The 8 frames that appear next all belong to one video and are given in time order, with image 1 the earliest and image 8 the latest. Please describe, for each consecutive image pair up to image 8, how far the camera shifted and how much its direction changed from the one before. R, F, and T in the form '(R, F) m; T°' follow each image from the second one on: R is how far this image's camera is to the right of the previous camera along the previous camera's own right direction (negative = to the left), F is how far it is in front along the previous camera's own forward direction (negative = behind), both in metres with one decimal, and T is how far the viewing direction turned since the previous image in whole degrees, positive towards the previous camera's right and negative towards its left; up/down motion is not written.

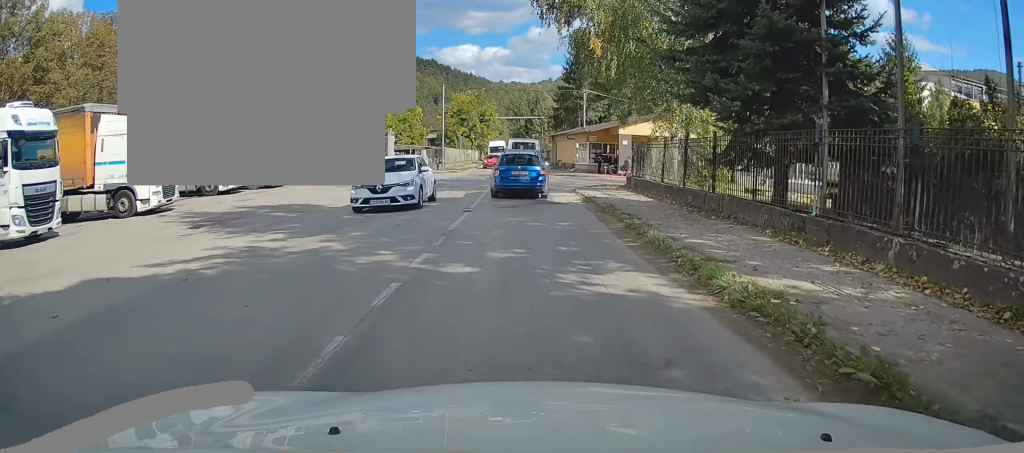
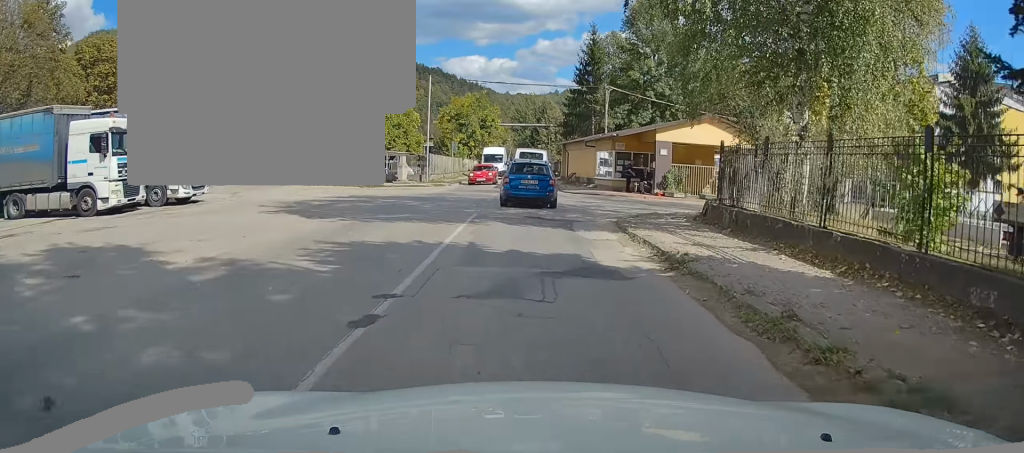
(-0.3, +9.7) m; -1°
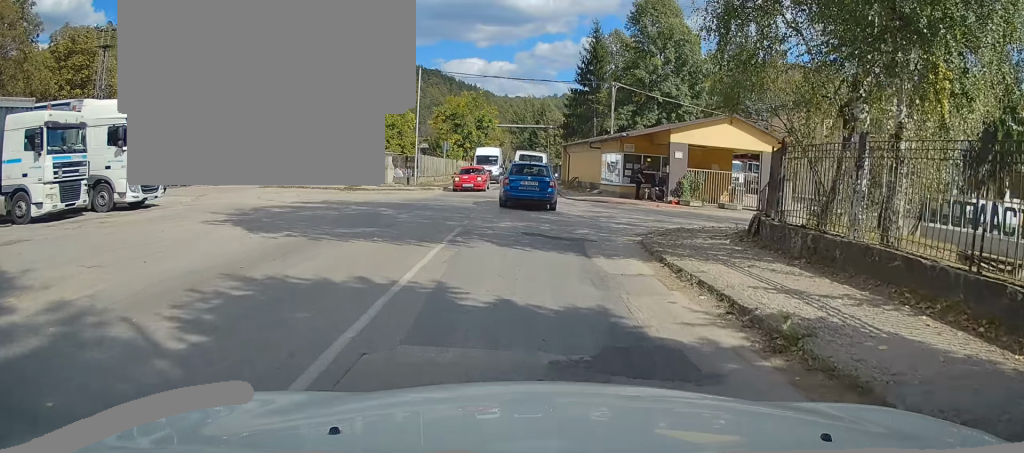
(-0.1, +3.6) m; 0°
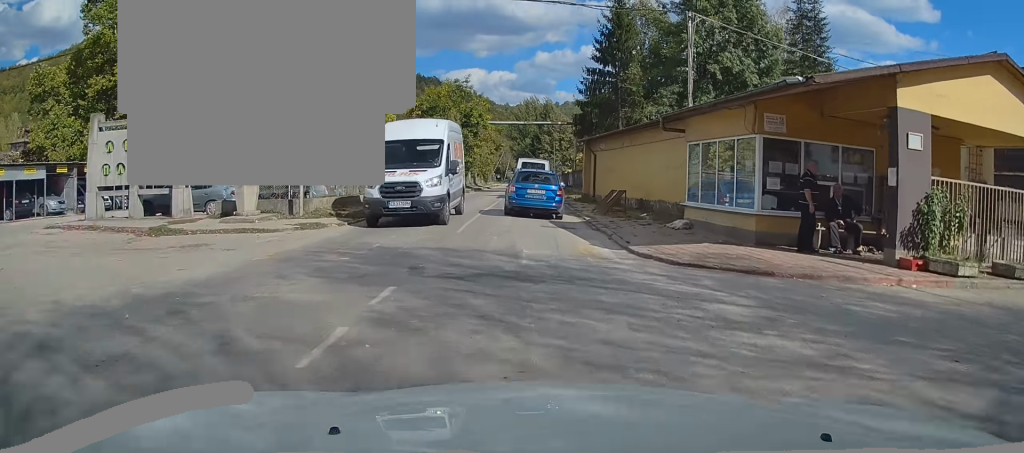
(+0.8, +18.2) m; 0°
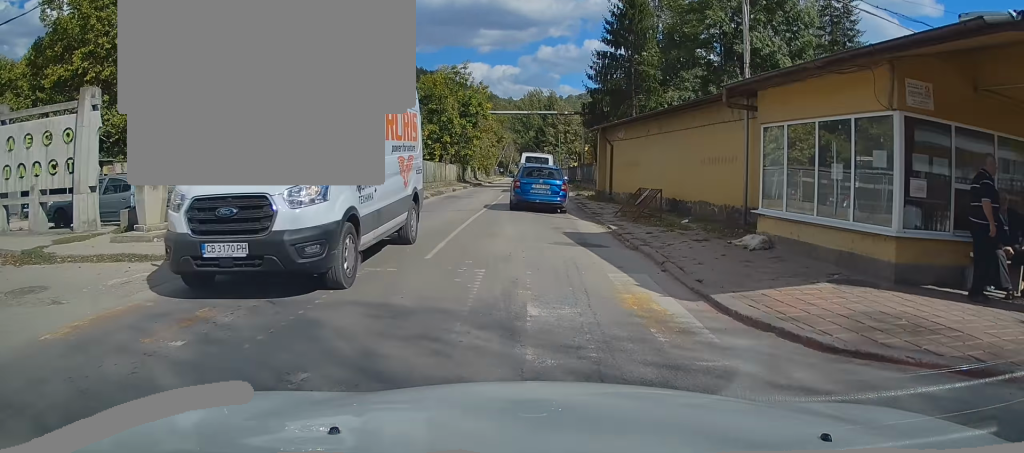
(-0.2, +4.9) m; 0°
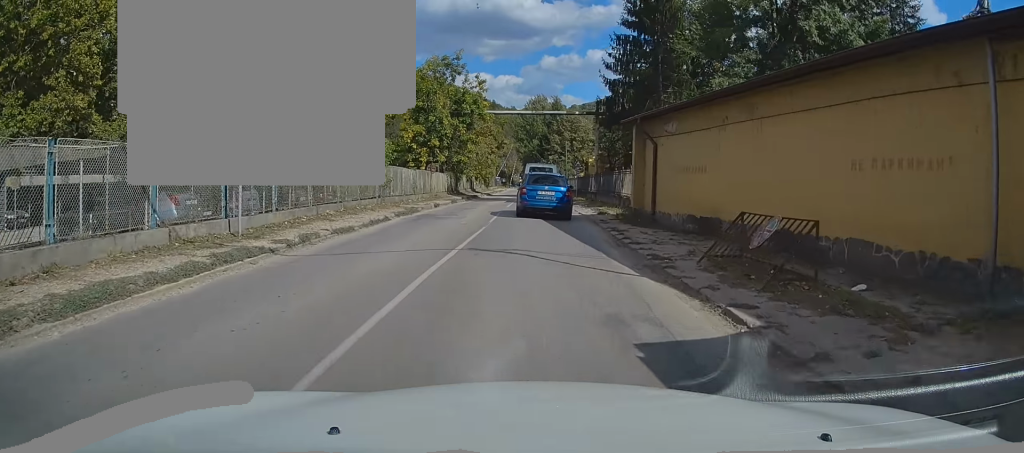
(+0.2, +8.8) m; +2°
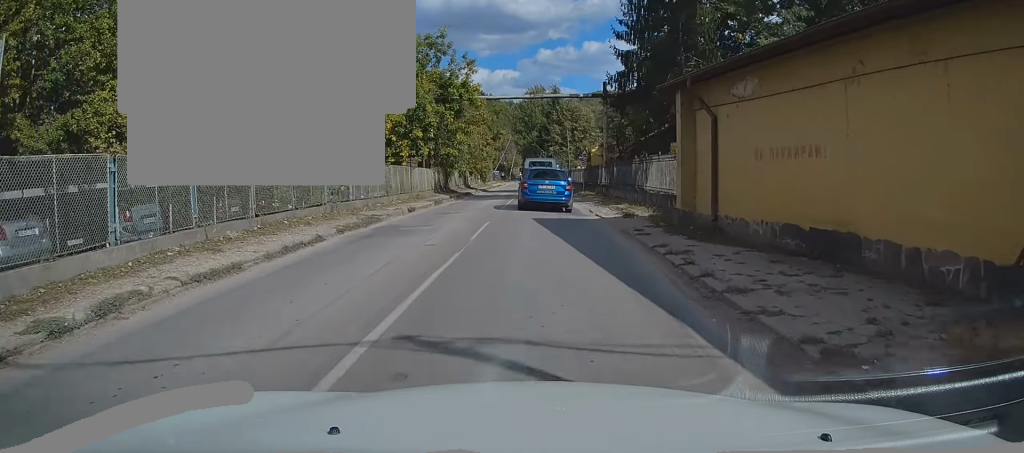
(+0.1, +6.5) m; 0°
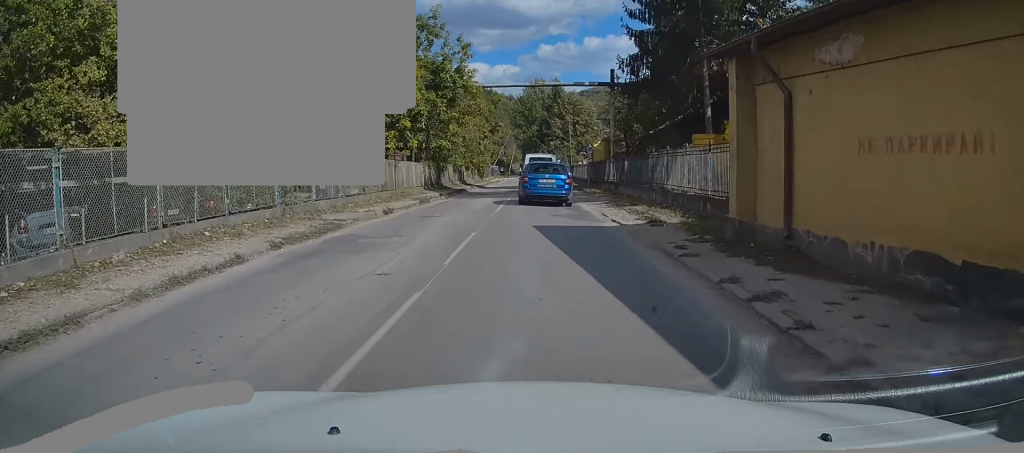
(+0.1, +3.9) m; -1°
